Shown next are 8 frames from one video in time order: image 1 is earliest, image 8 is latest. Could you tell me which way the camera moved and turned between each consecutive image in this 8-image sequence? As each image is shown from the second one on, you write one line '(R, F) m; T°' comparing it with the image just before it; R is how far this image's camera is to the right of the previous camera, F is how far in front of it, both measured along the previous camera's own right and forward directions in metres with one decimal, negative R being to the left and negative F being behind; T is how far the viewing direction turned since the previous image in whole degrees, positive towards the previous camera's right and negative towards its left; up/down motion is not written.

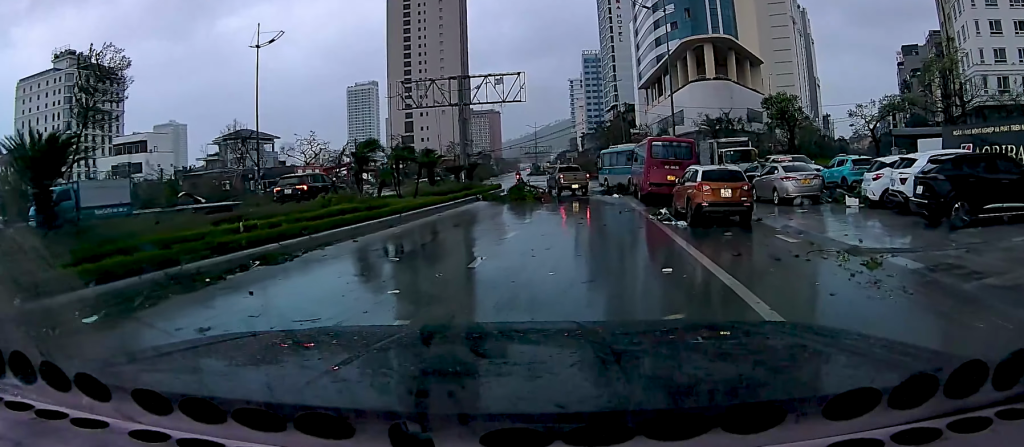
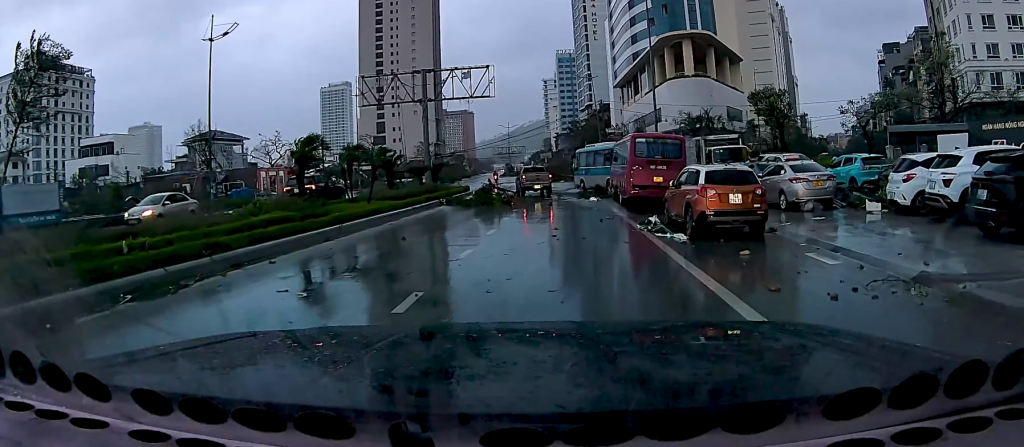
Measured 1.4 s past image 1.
(-0.1, +2.8) m; -2°
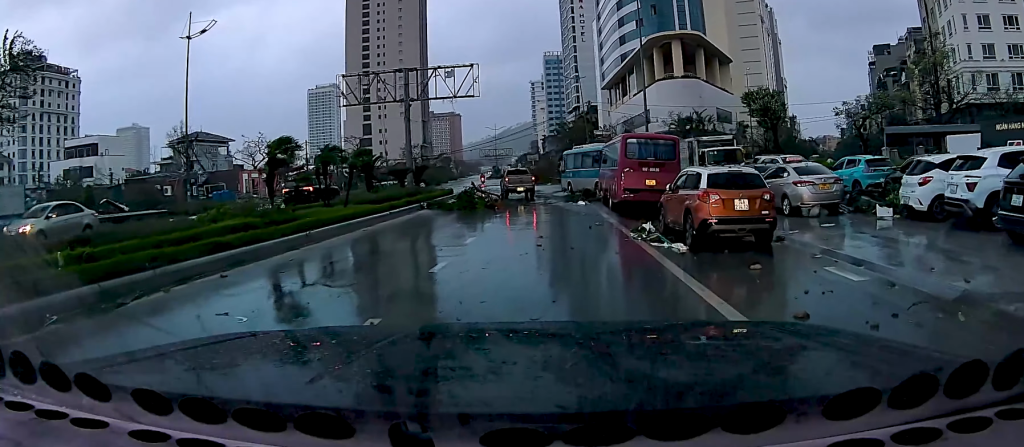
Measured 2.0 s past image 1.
(-0.1, +1.3) m; 0°
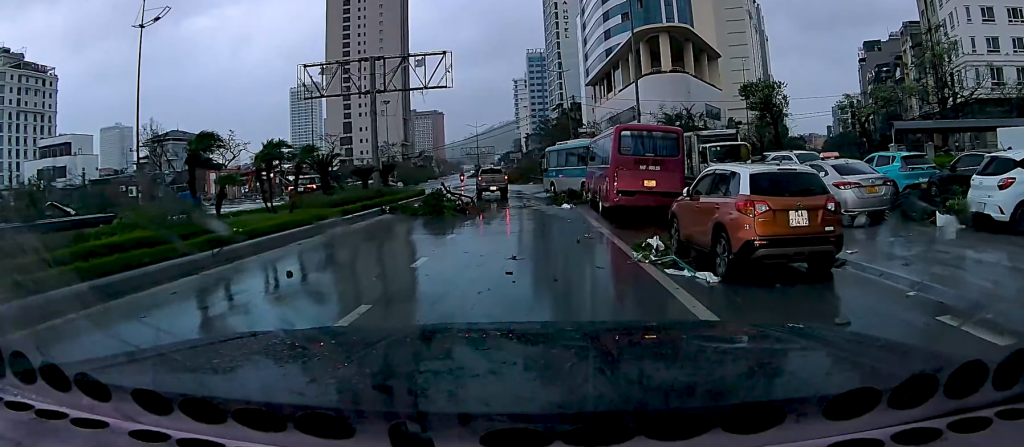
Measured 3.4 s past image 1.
(+0.2, +3.6) m; -2°
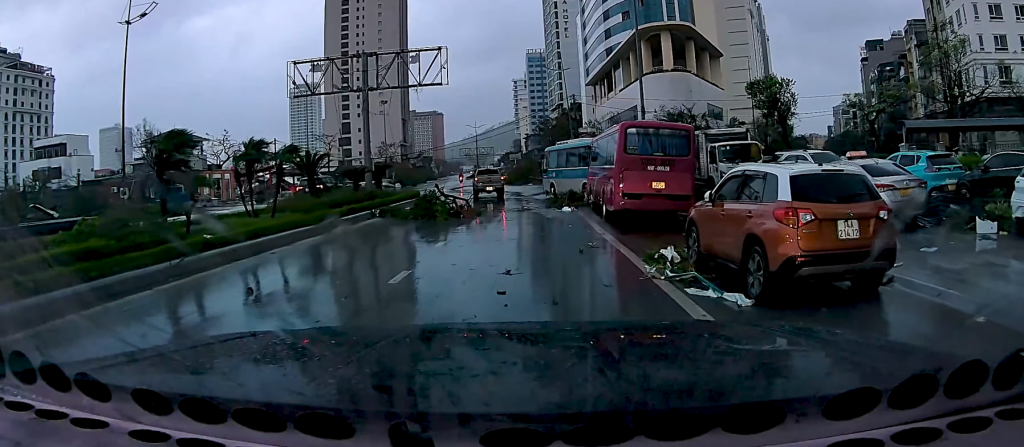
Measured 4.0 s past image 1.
(0.0, +1.4) m; -5°
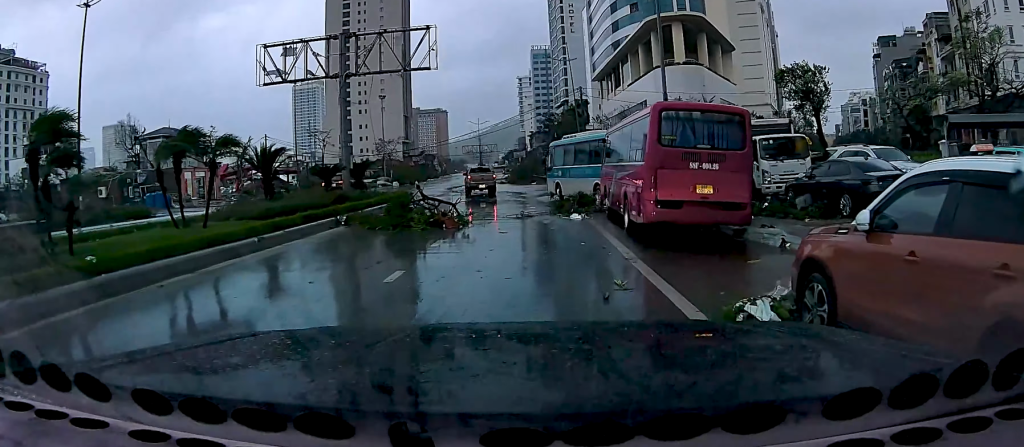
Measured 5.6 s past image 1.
(-0.1, +4.4) m; +7°
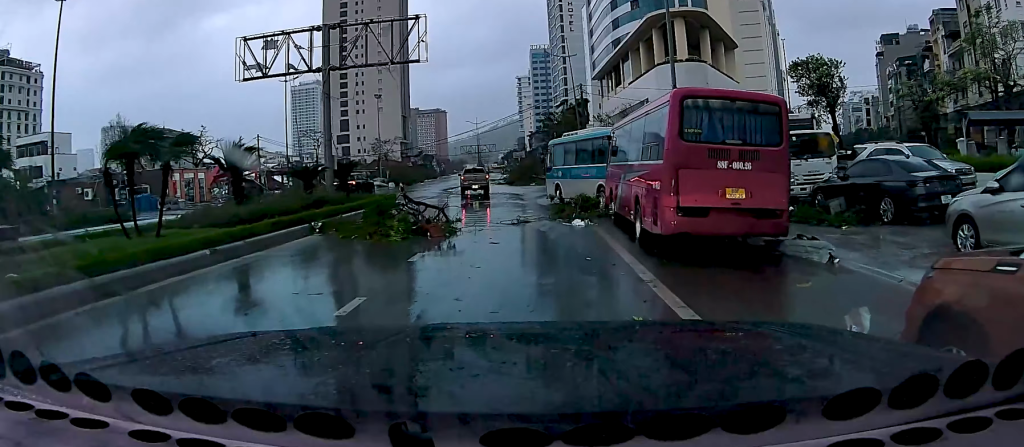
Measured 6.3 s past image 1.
(+0.2, +2.1) m; +6°
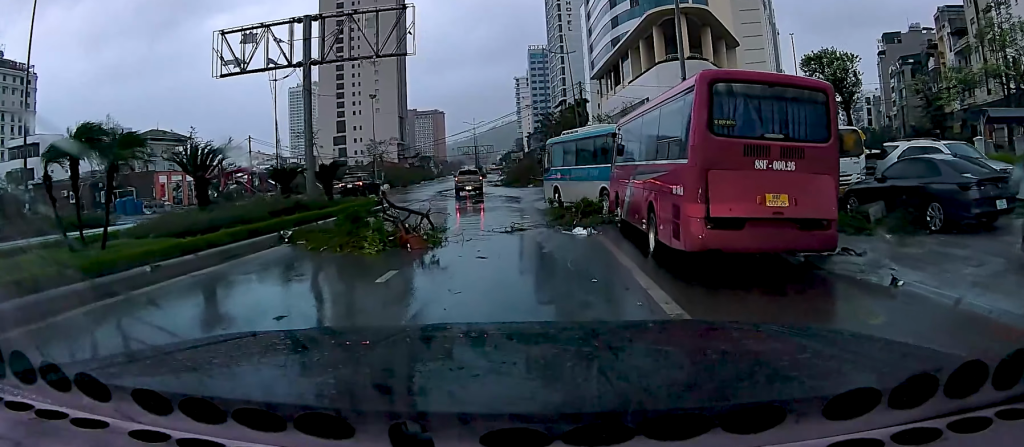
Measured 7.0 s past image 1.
(+0.1, +1.9) m; +3°
